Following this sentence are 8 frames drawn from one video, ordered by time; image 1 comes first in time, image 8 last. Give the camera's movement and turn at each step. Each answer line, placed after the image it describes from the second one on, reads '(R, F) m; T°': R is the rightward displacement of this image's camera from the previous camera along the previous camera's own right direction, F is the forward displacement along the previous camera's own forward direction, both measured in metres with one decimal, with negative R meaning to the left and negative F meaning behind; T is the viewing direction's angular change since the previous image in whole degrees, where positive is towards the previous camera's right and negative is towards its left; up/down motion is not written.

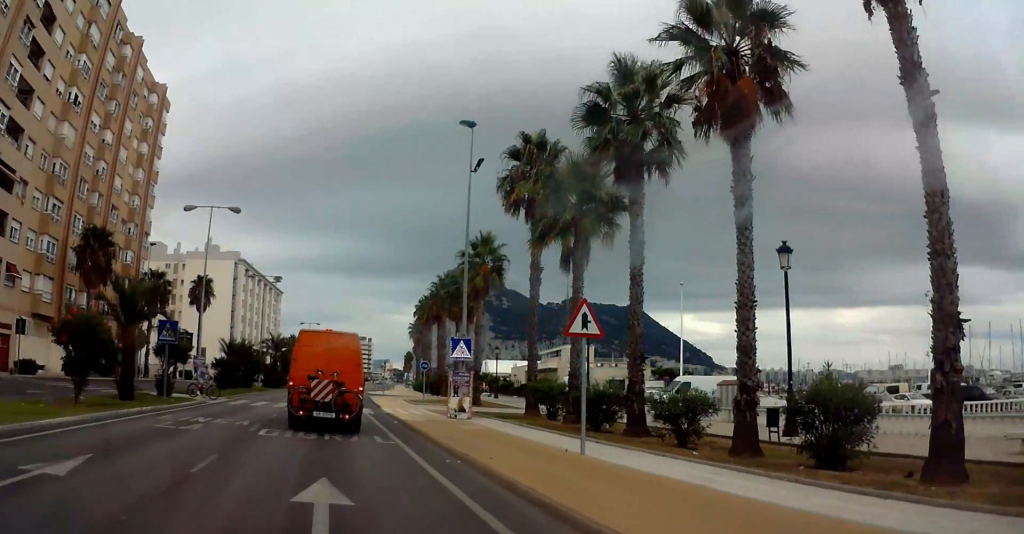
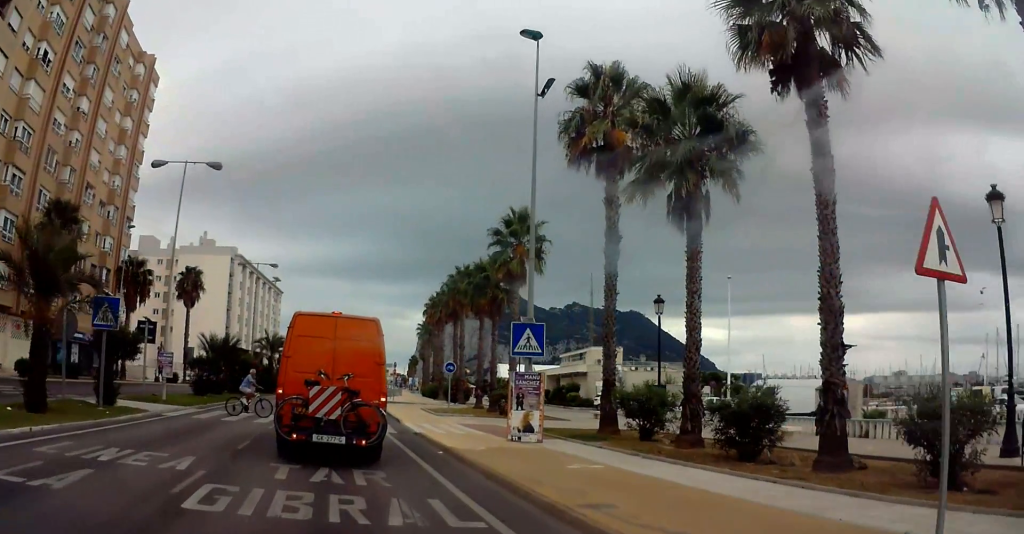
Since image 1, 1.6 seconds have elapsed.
(0.0, +7.3) m; -3°
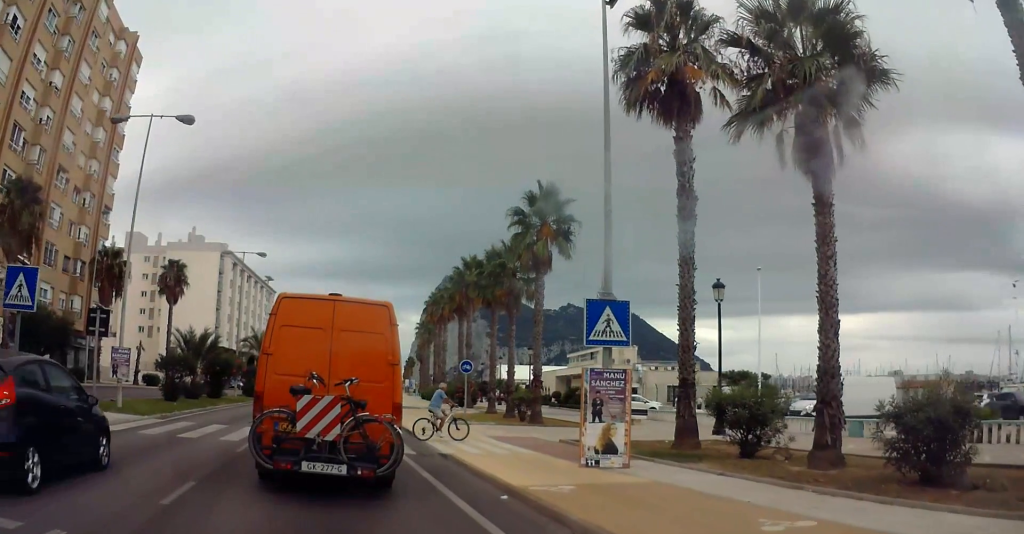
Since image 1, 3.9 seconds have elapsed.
(0.0, +5.8) m; +5°
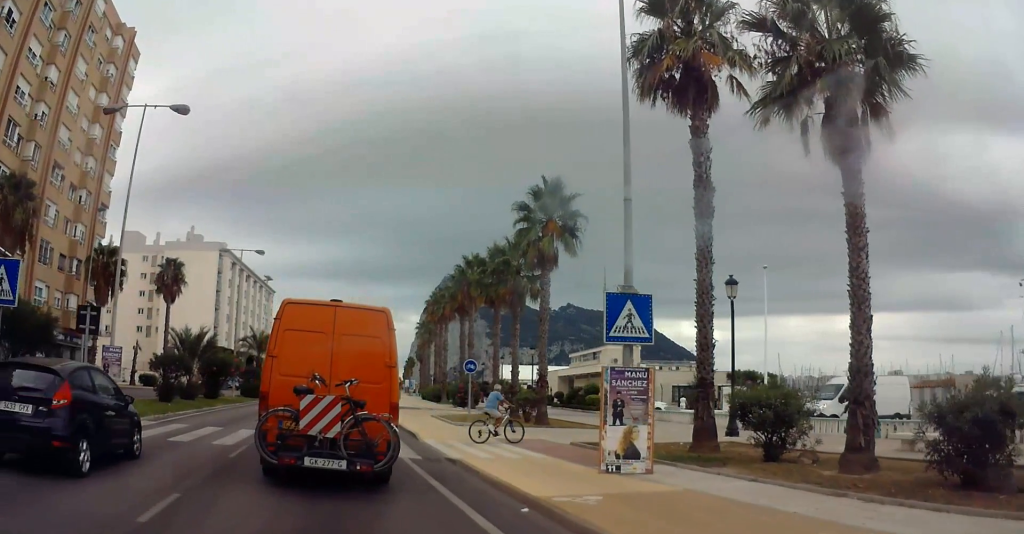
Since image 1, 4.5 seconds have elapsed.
(0.0, +1.0) m; +1°
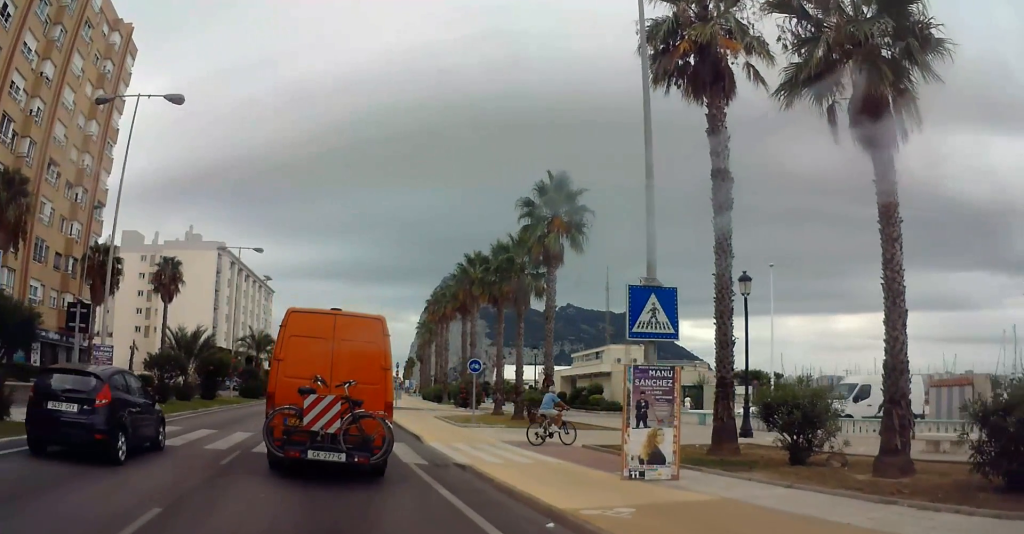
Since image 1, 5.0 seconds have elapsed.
(0.0, +0.9) m; -2°
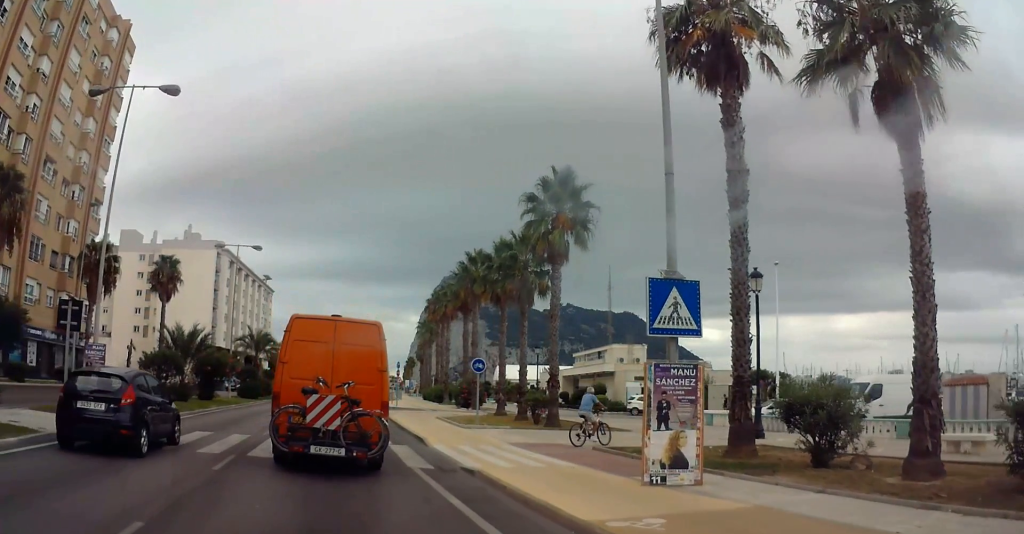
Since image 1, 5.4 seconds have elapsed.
(0.0, +0.9) m; -2°
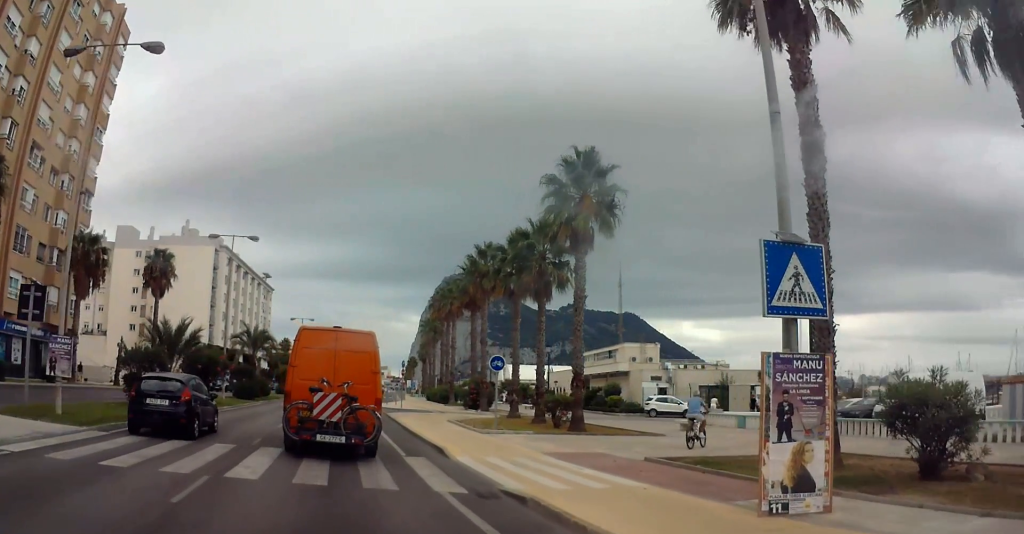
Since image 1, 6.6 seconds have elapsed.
(-0.2, +3.4) m; -4°
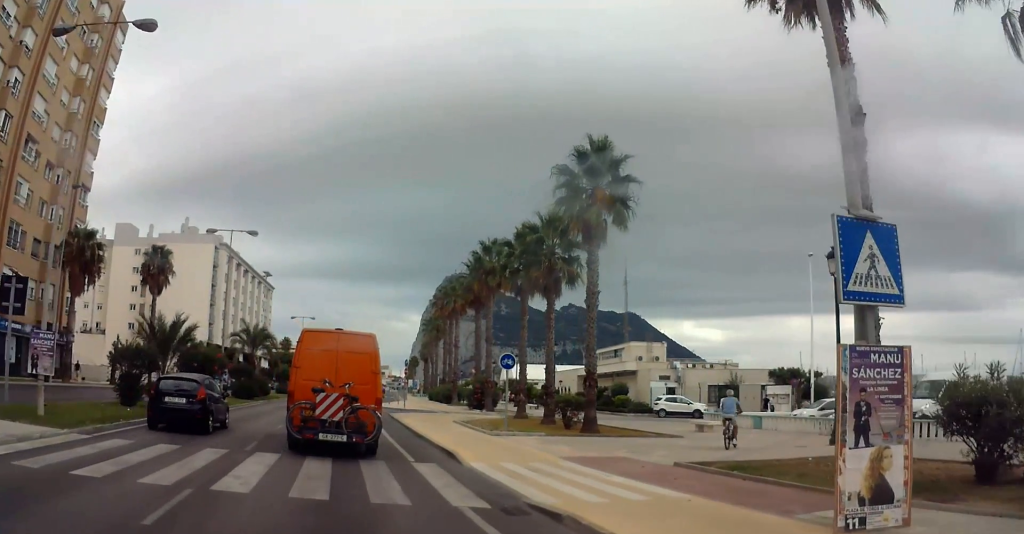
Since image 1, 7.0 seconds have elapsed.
(0.0, +1.5) m; 0°
